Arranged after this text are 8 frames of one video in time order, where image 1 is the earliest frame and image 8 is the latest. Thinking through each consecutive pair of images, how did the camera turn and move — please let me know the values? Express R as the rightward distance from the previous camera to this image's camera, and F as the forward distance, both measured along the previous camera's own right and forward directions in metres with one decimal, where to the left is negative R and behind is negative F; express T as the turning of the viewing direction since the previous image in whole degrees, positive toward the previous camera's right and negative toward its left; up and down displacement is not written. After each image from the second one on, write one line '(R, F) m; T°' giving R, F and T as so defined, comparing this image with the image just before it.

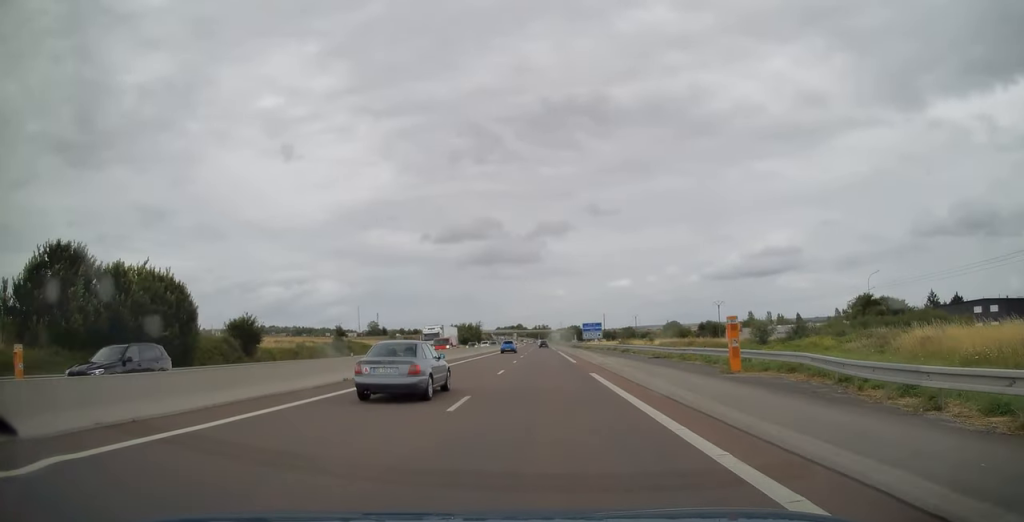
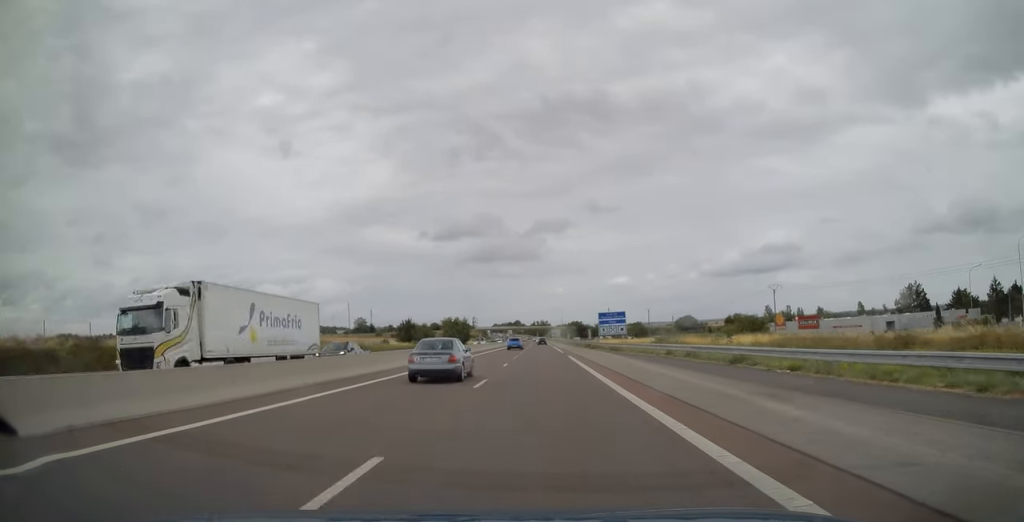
(0.0, +33.7) m; +1°
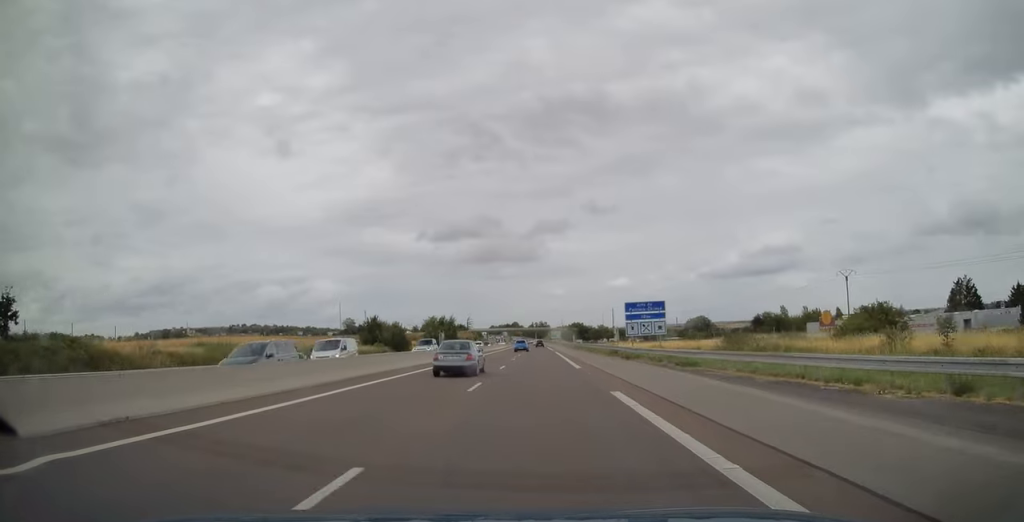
(+0.3, +26.2) m; 0°
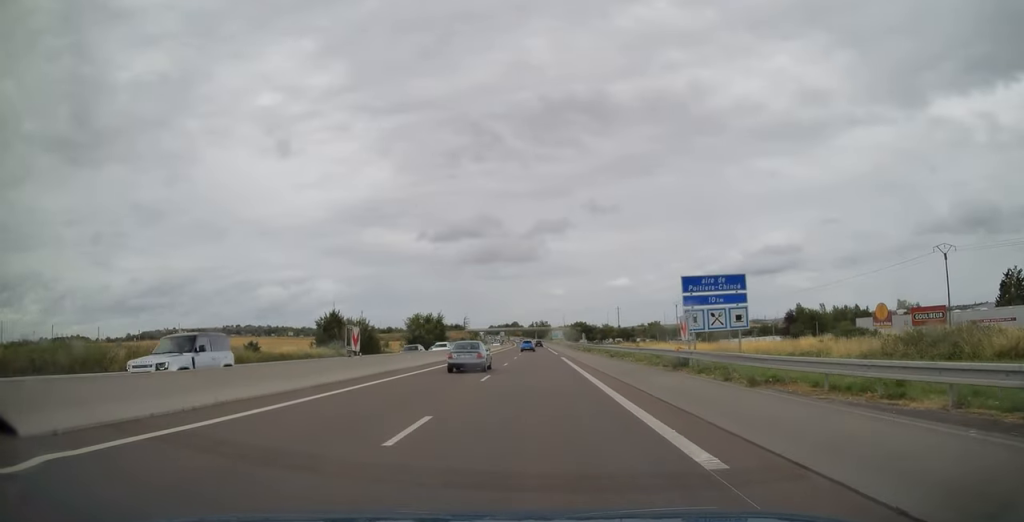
(0.0, +21.4) m; 0°
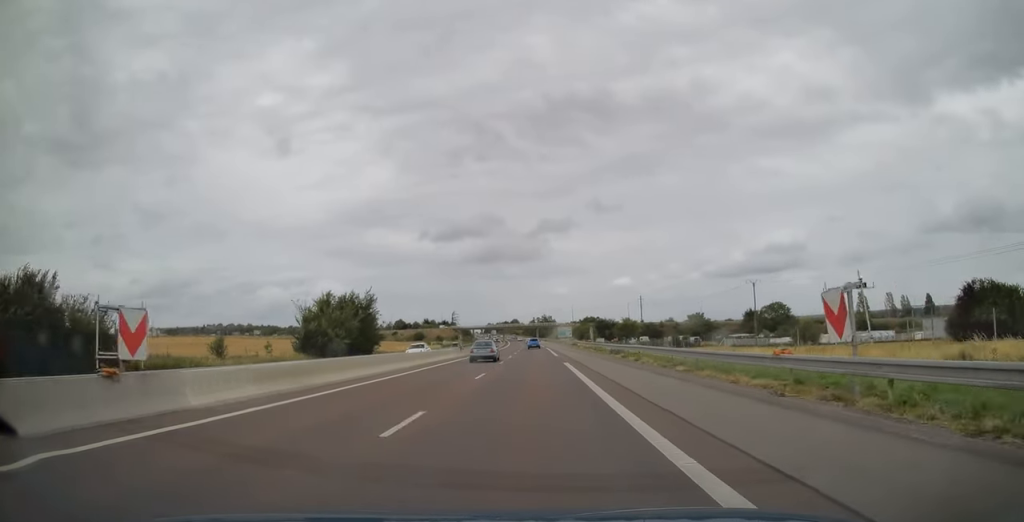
(-0.3, +63.7) m; 0°
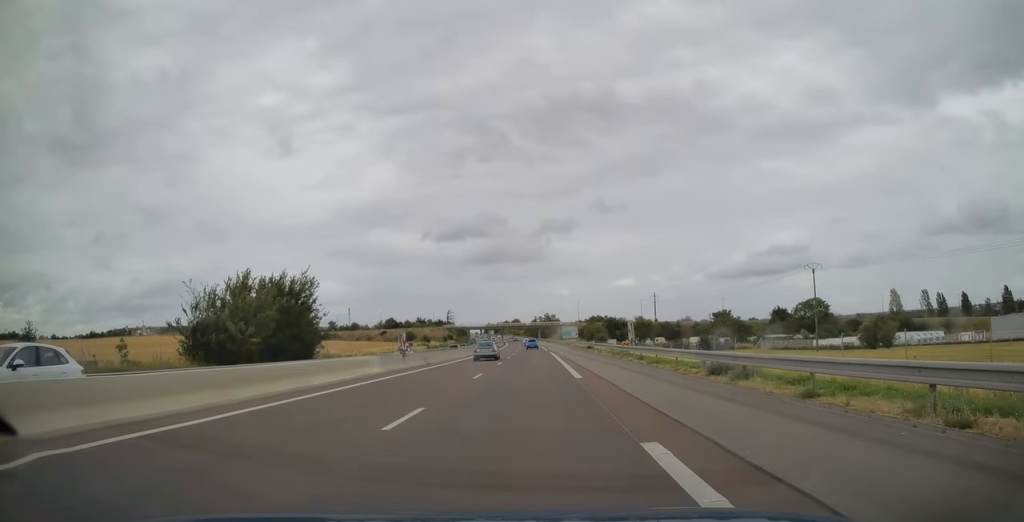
(+0.1, +25.2) m; 0°
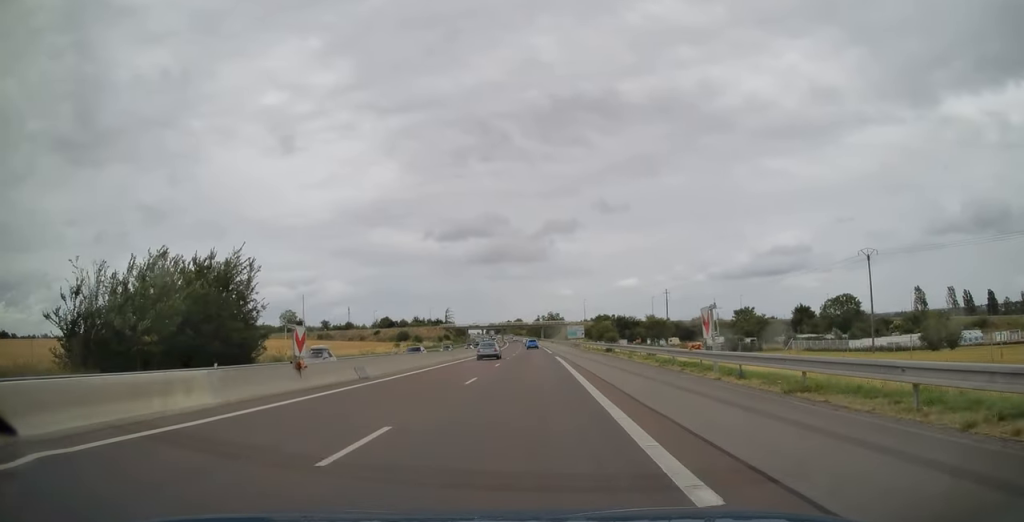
(-0.2, +15.6) m; 0°
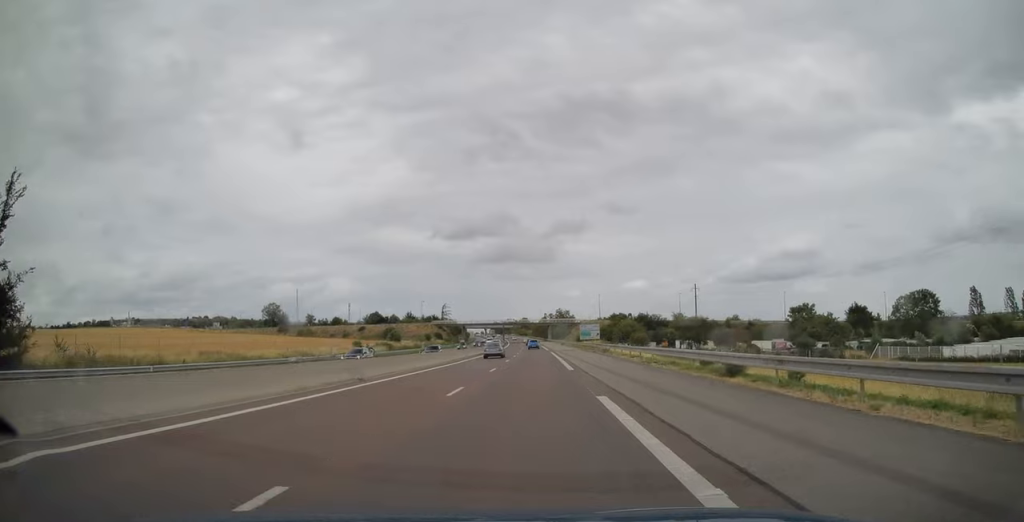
(-0.1, +30.1) m; 0°
